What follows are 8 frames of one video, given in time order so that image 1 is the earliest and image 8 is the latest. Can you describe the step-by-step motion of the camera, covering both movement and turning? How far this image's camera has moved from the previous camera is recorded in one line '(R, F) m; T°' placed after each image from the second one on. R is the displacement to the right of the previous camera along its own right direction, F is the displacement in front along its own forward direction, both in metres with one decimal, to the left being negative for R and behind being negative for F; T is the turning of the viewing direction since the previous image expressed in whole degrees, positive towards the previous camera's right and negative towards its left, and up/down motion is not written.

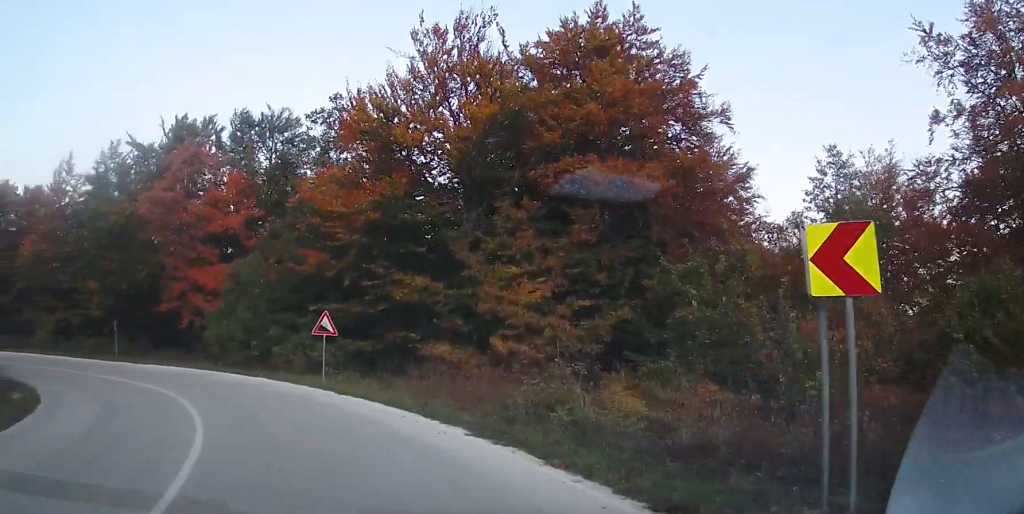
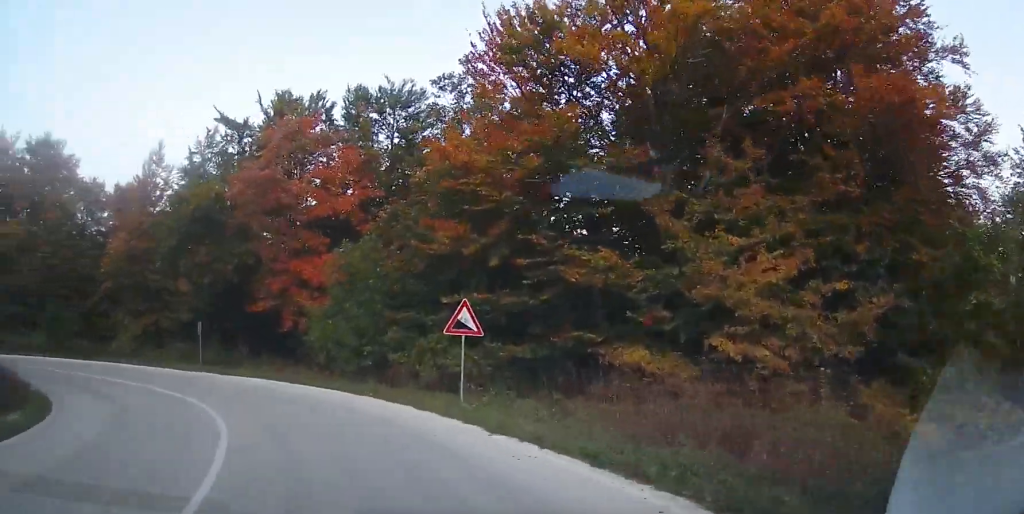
(-1.6, +5.6) m; -19°
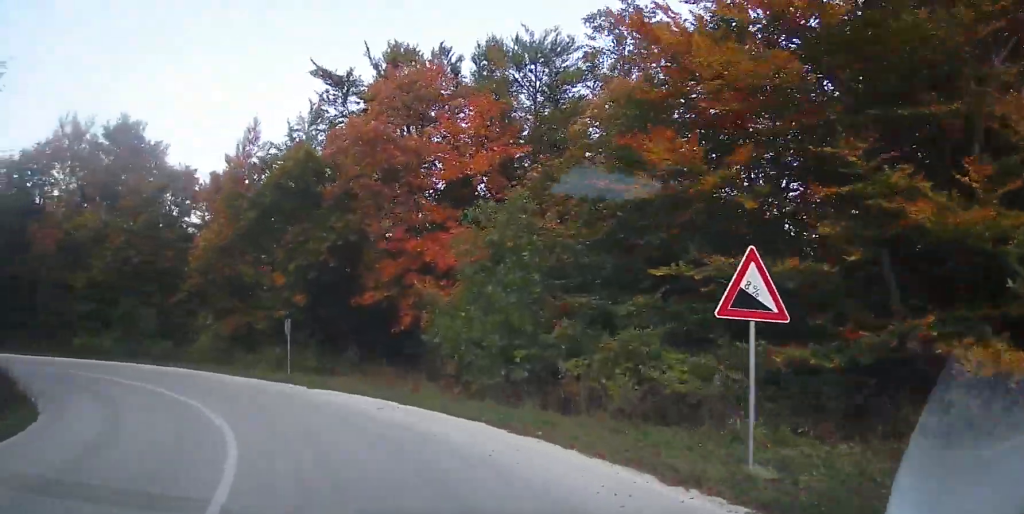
(-0.7, +6.6) m; -12°
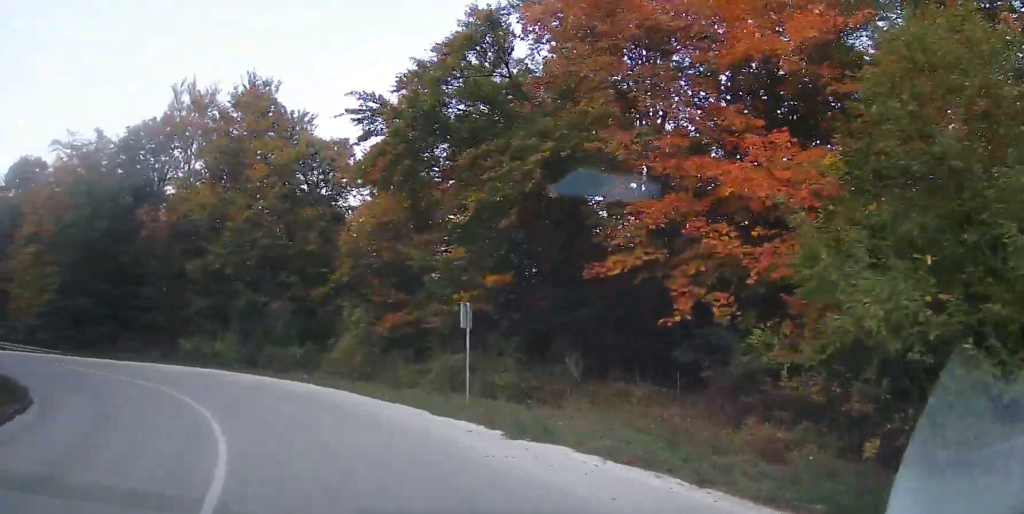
(-1.4, +9.2) m; -17°
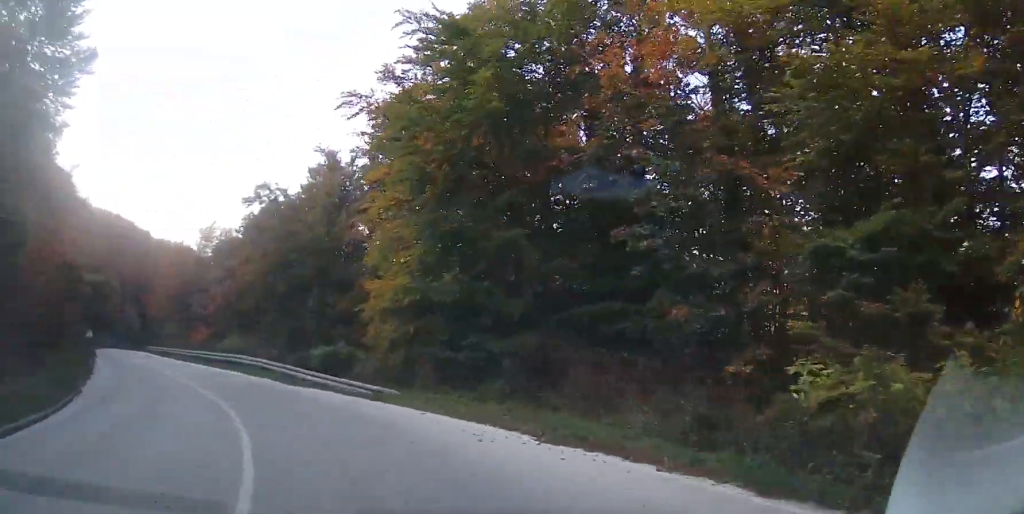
(-9.1, +23.0) m; -44°
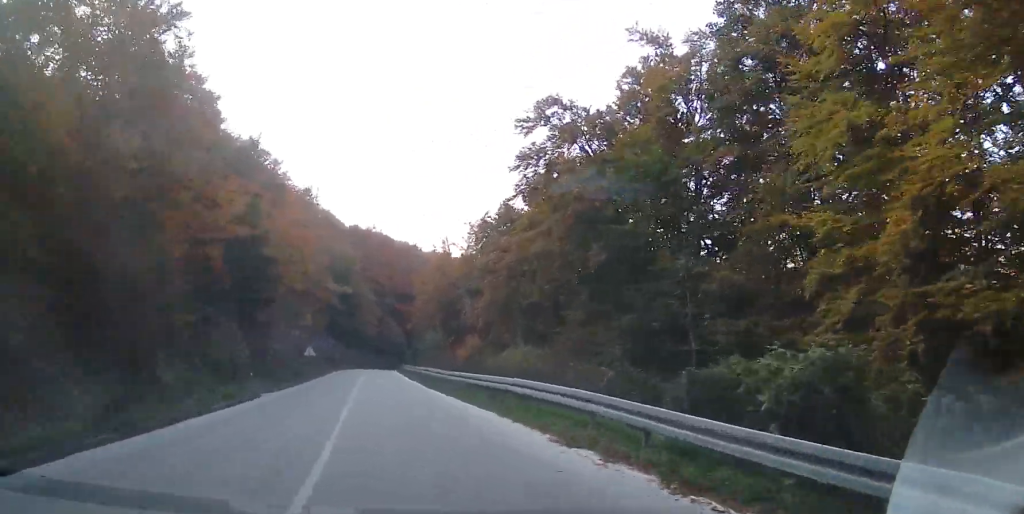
(-5.0, +19.1) m; -22°
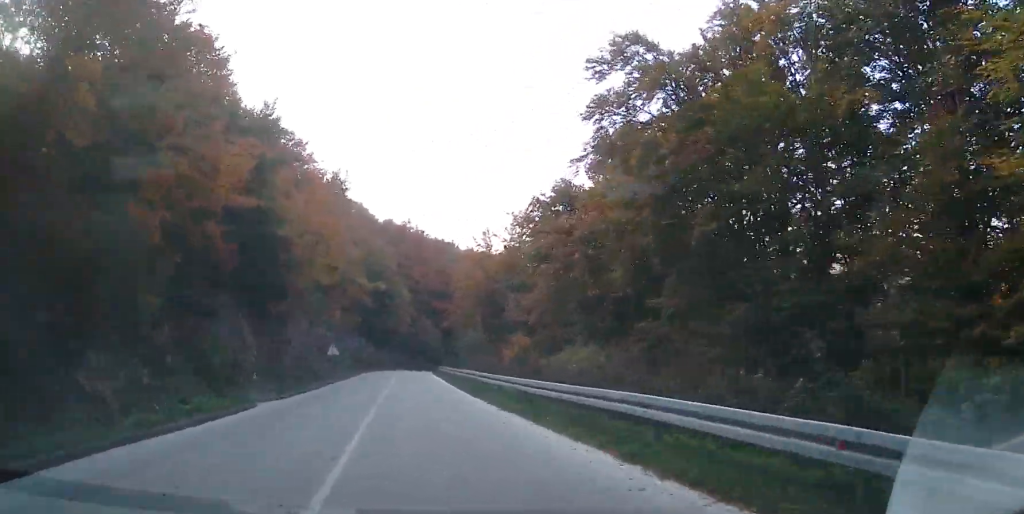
(-0.4, +6.3) m; -4°
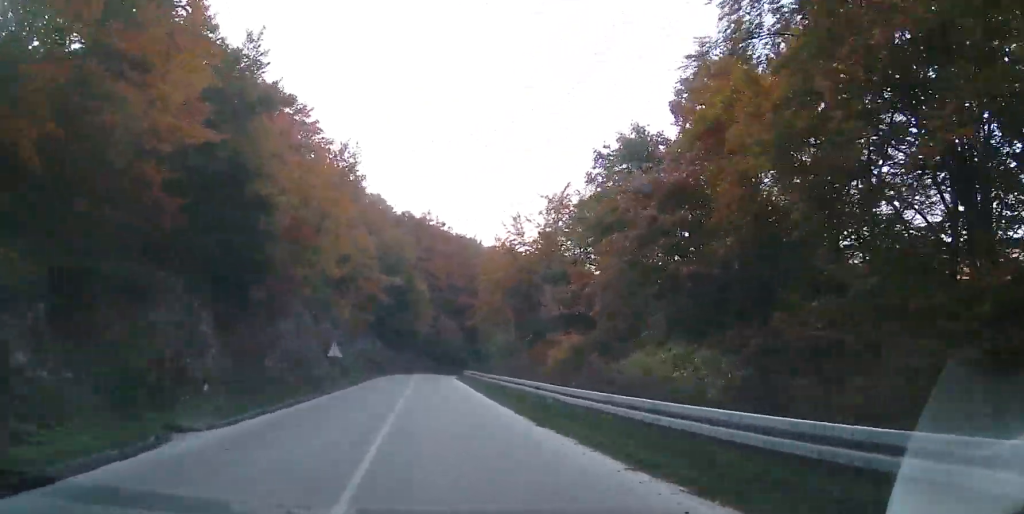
(-0.1, +9.1) m; 0°
